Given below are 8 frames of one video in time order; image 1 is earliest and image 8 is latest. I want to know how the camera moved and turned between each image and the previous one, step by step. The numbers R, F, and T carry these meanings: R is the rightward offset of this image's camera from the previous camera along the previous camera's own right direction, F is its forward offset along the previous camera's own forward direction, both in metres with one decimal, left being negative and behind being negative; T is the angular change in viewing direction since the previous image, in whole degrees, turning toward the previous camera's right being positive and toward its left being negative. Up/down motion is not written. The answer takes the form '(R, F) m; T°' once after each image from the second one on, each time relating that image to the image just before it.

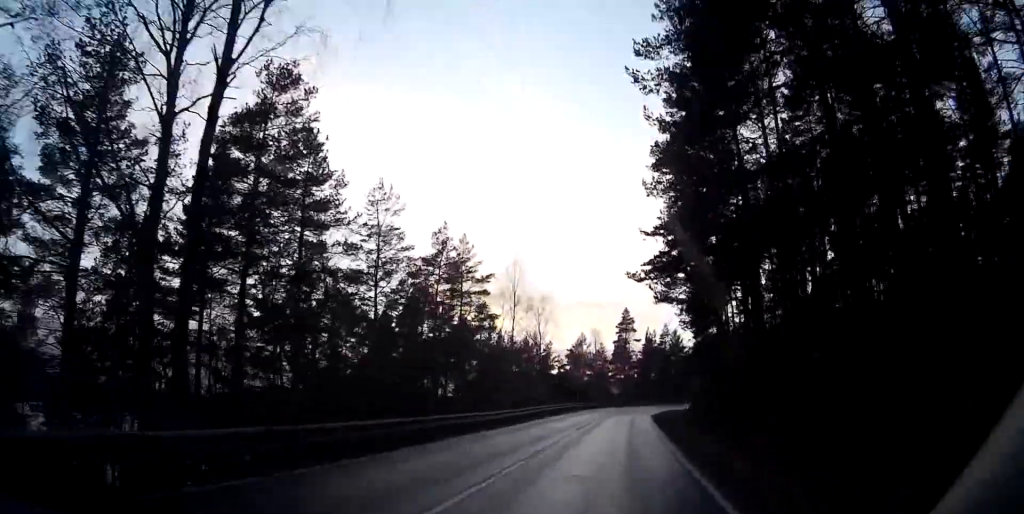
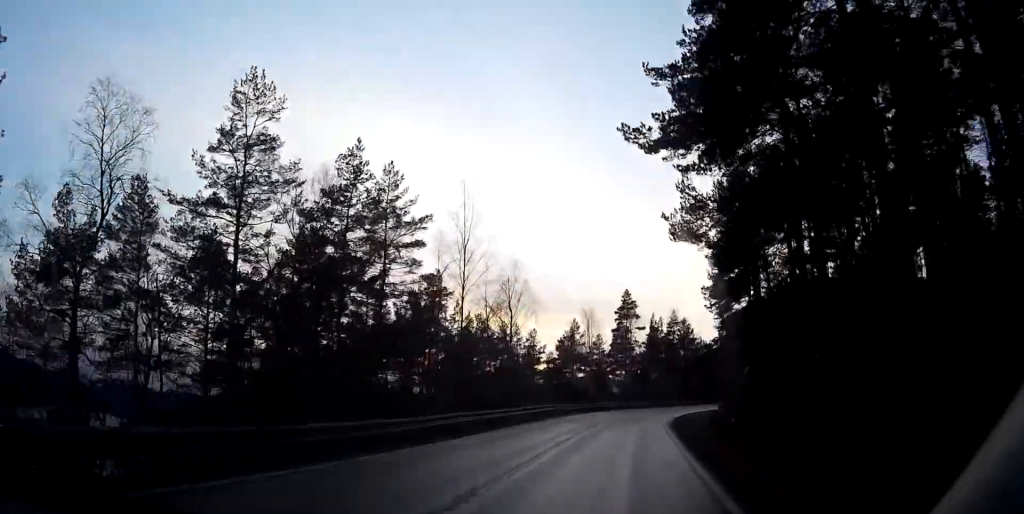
(-0.2, +19.1) m; 0°
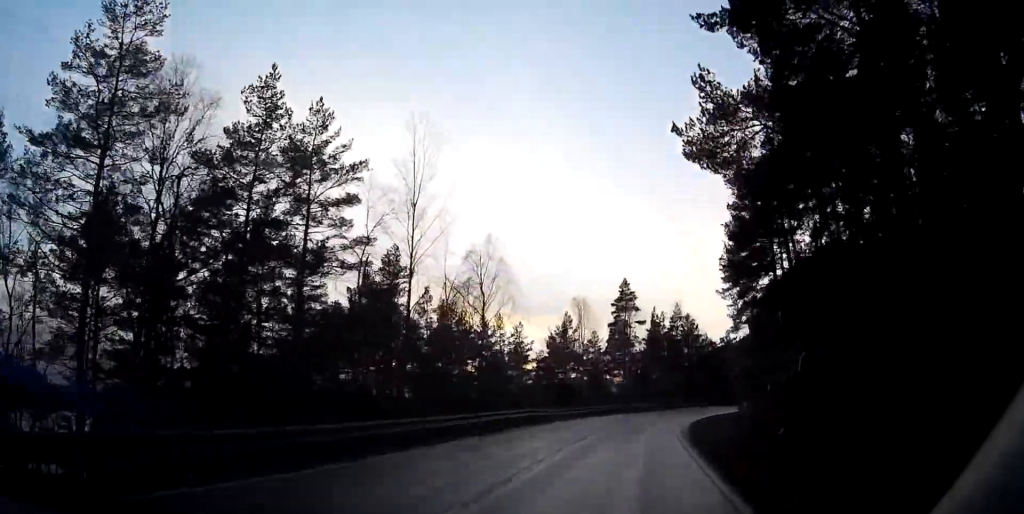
(-0.1, +10.0) m; +1°
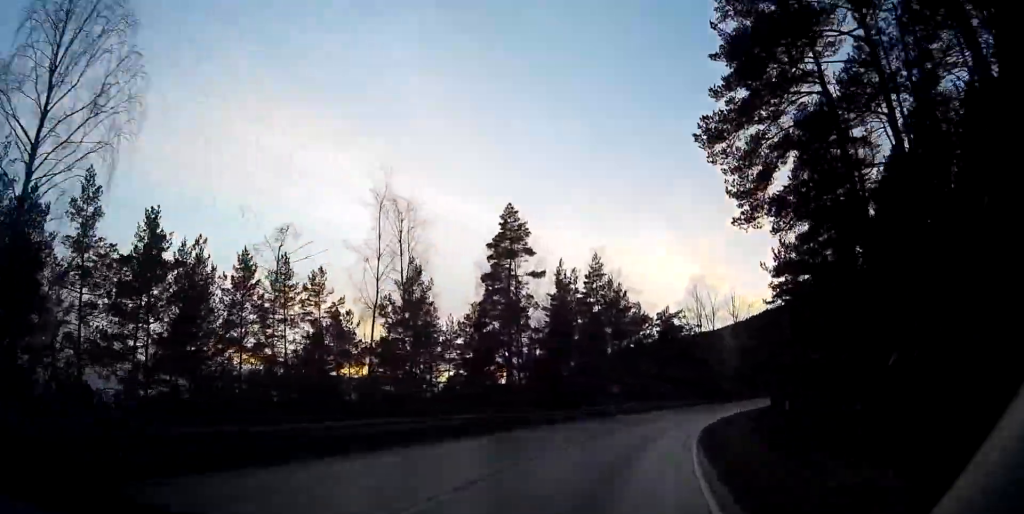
(+2.6, +33.4) m; +9°
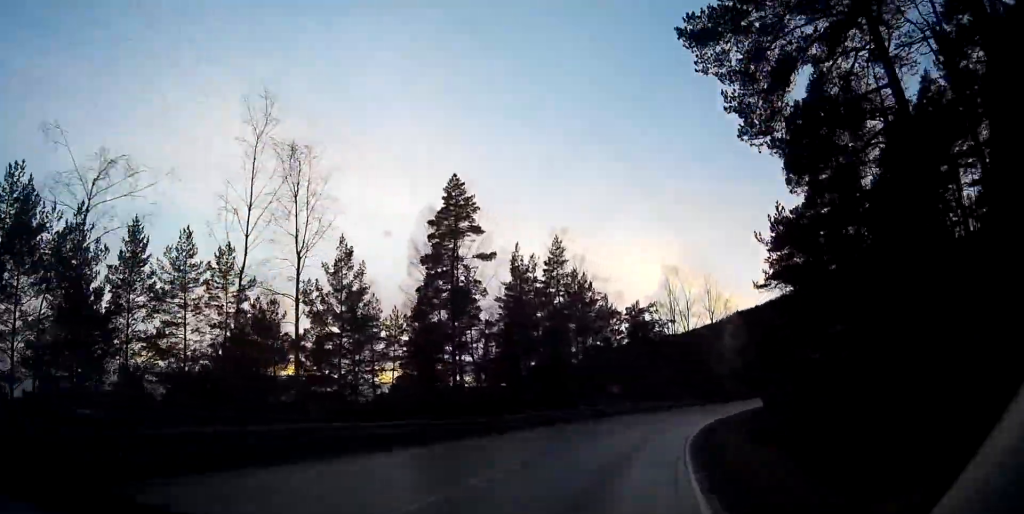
(+0.2, +7.4) m; +2°
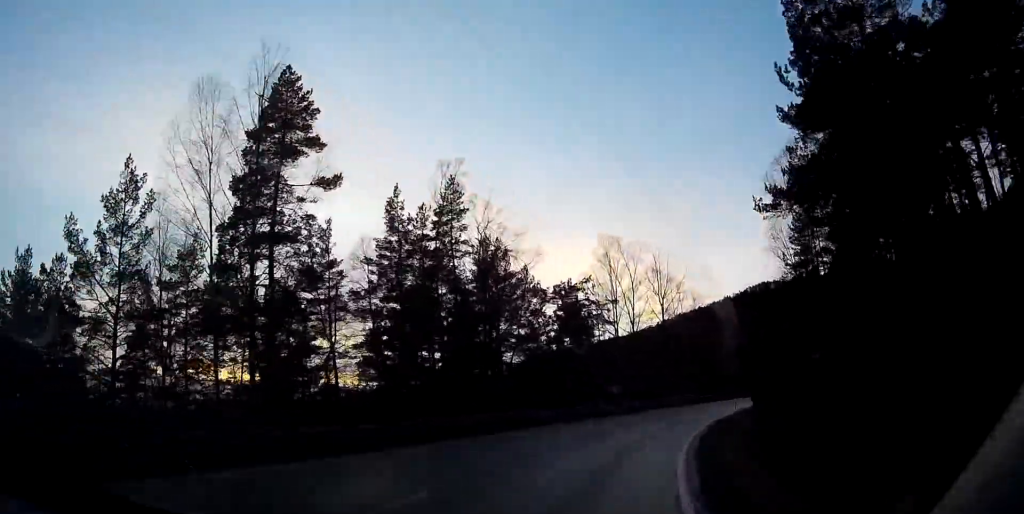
(+0.5, +16.1) m; +4°
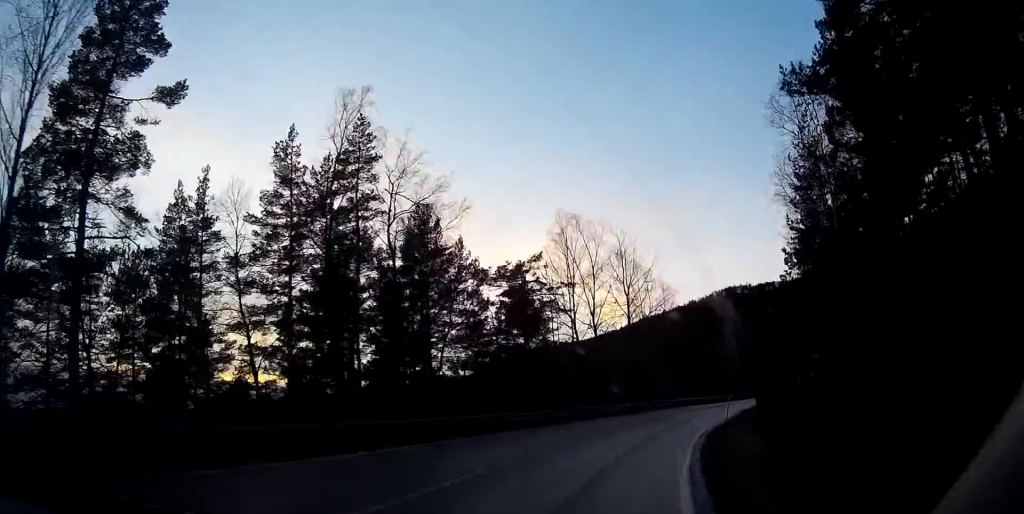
(-0.1, +9.3) m; +3°
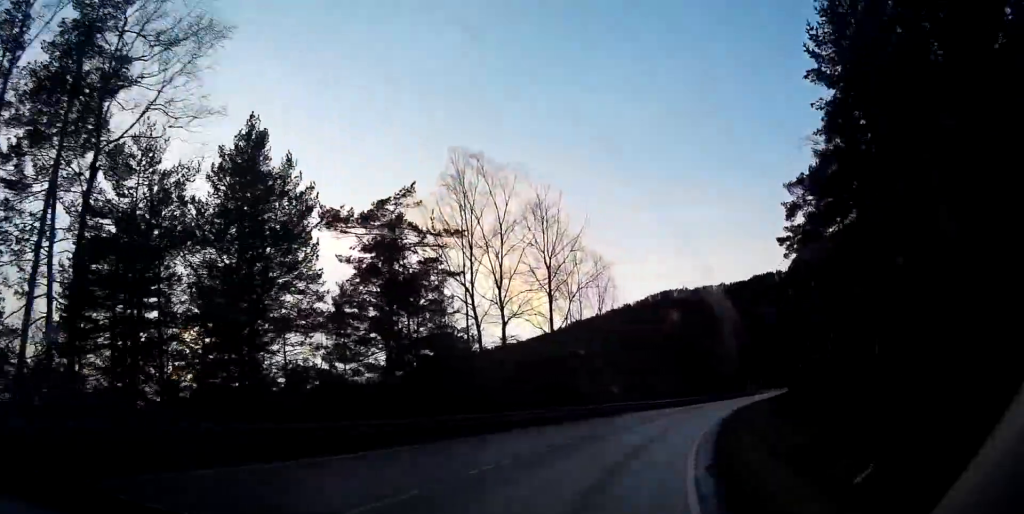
(+0.8, +14.9) m; +7°
